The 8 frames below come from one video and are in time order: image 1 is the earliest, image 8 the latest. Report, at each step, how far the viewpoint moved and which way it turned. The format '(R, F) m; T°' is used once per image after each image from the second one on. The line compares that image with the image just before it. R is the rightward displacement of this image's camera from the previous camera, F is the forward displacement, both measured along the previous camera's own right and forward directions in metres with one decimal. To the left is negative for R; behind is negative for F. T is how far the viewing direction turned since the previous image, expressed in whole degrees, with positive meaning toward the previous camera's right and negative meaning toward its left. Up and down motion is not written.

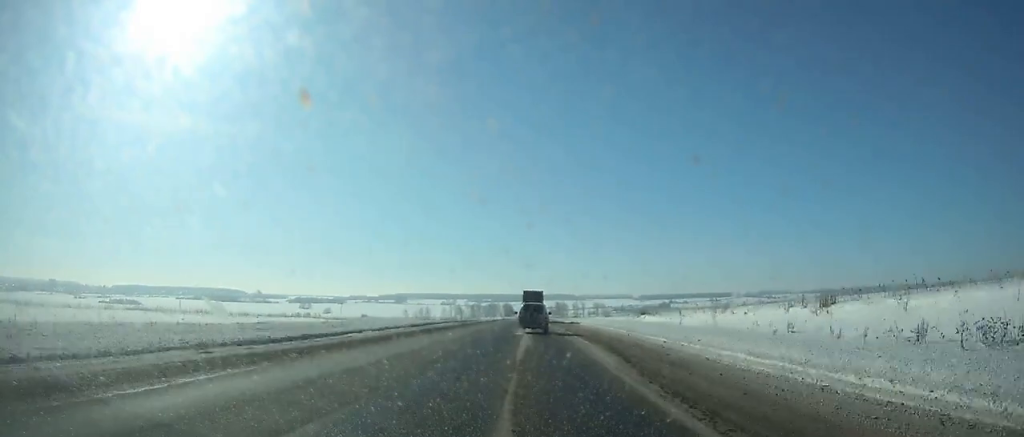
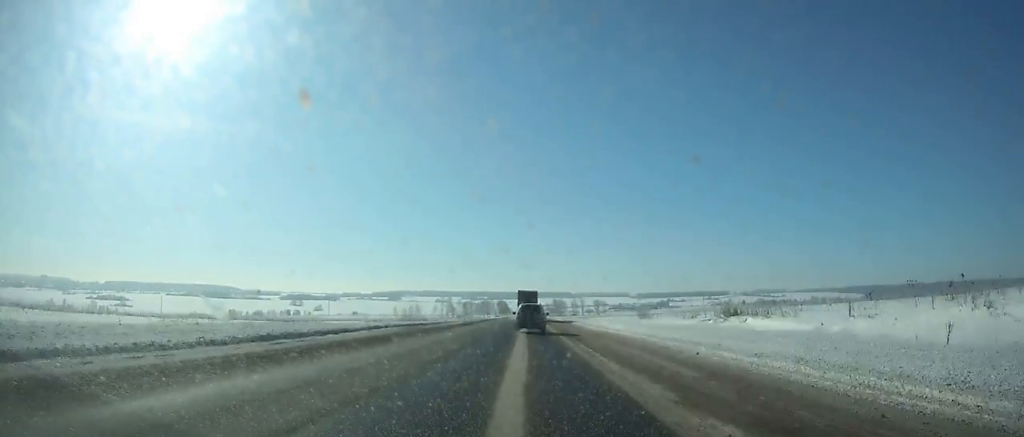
(+0.2, +30.1) m; 0°
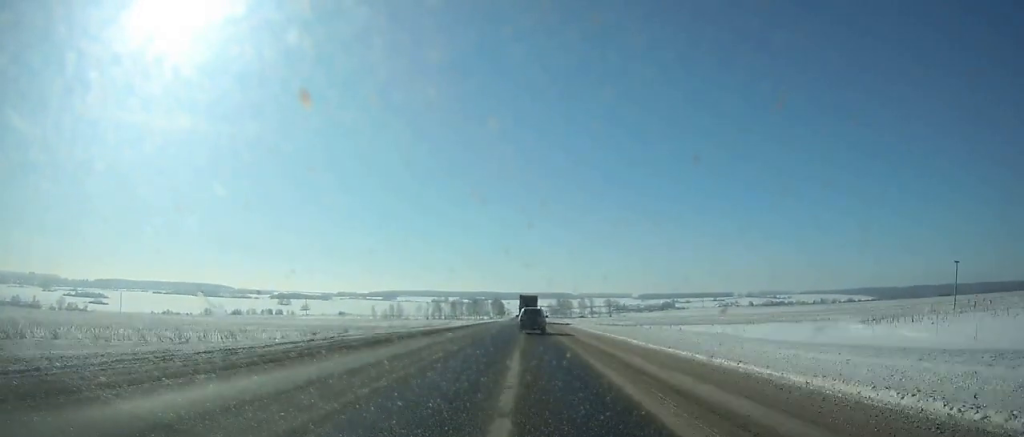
(+0.1, +70.9) m; 0°
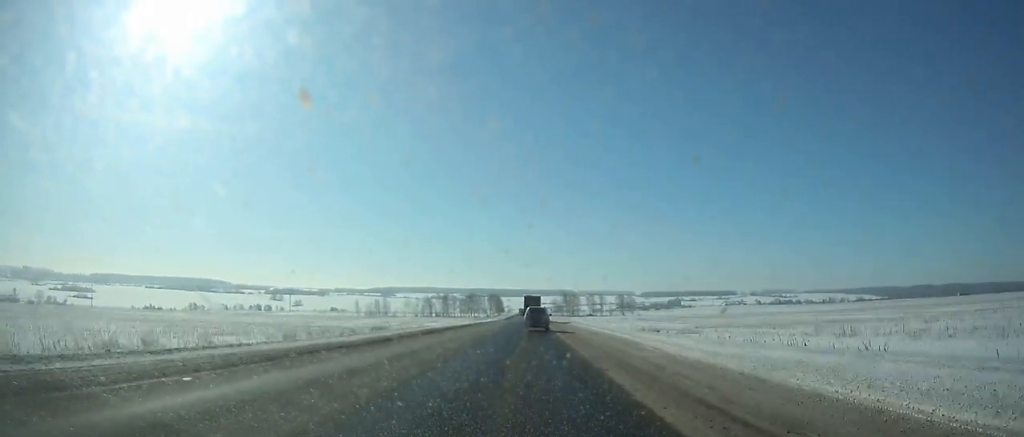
(0.0, +47.7) m; 0°
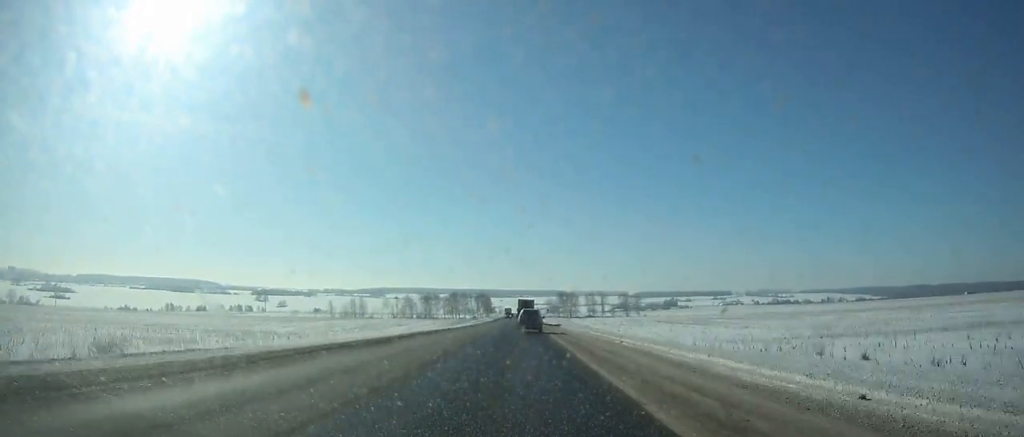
(+0.1, +39.5) m; 0°
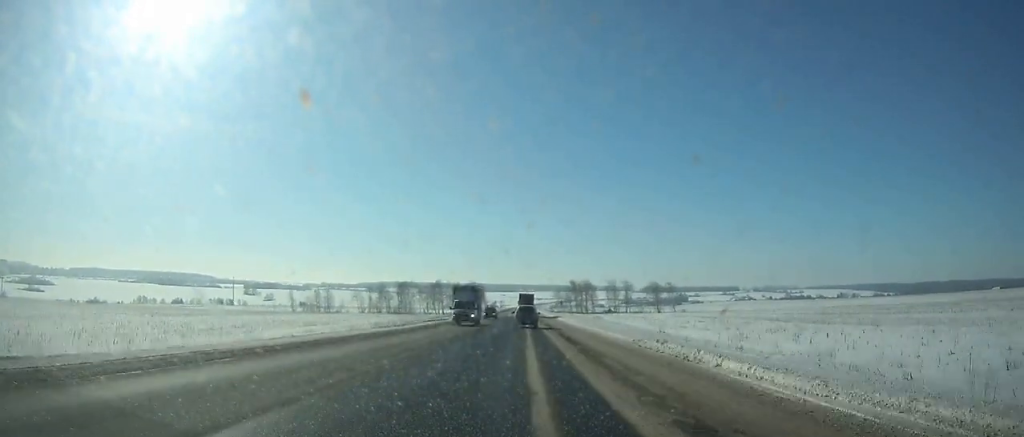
(0.0, +66.9) m; 0°
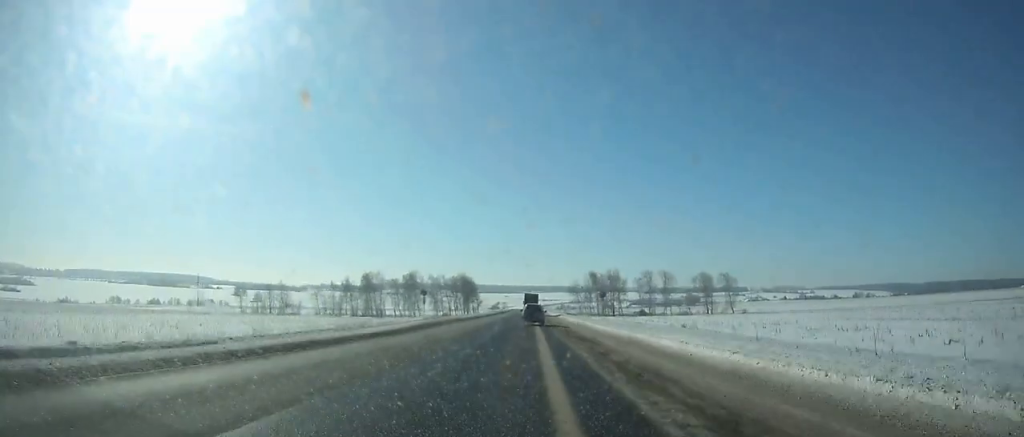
(-0.2, +60.3) m; 0°
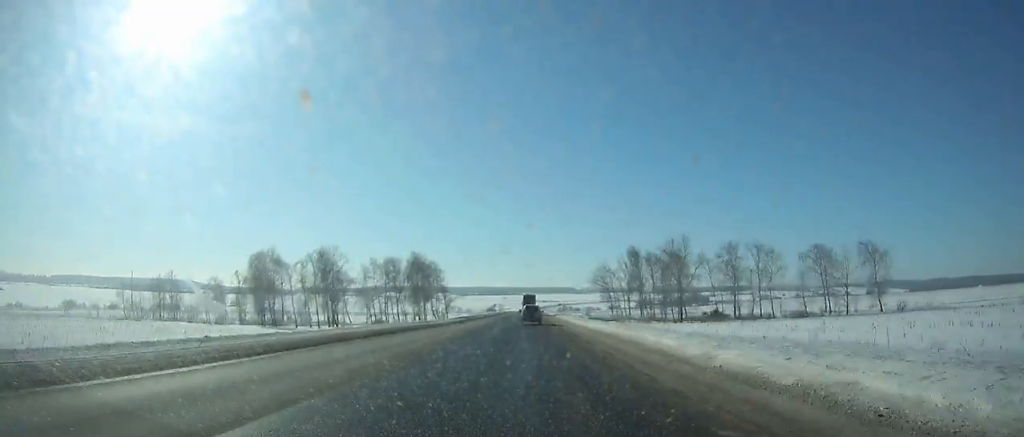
(+0.1, +75.8) m; 0°
